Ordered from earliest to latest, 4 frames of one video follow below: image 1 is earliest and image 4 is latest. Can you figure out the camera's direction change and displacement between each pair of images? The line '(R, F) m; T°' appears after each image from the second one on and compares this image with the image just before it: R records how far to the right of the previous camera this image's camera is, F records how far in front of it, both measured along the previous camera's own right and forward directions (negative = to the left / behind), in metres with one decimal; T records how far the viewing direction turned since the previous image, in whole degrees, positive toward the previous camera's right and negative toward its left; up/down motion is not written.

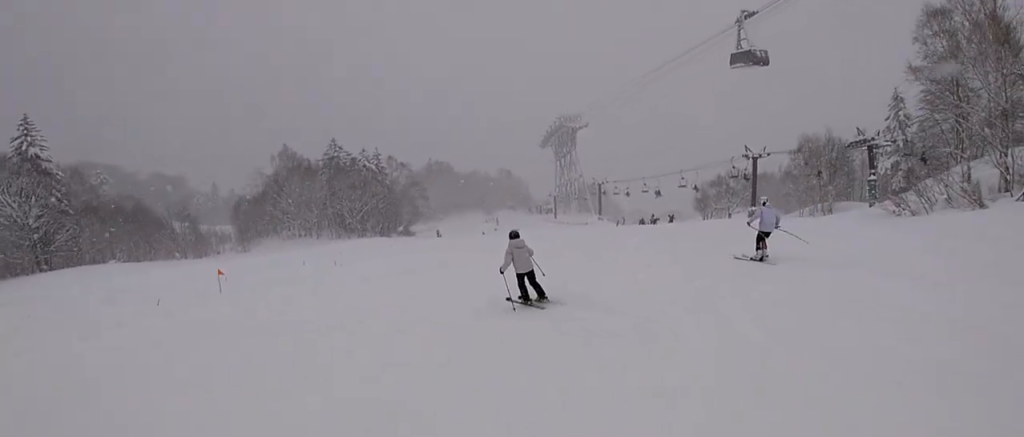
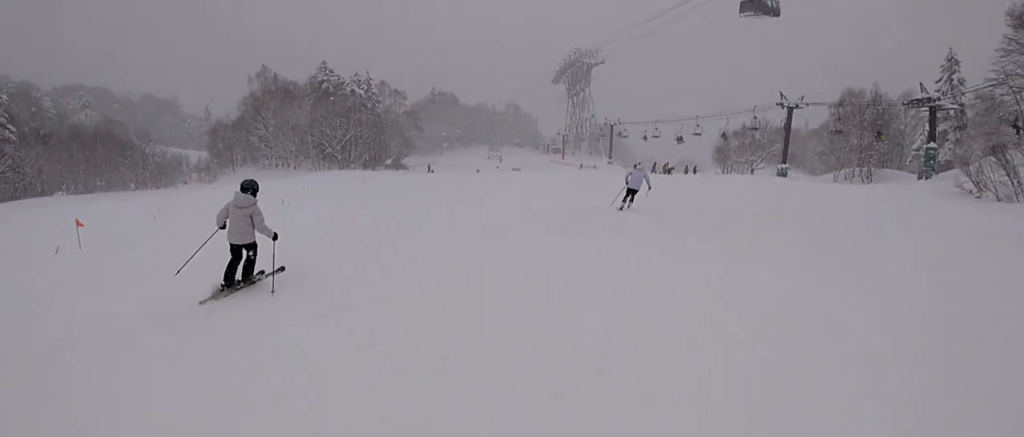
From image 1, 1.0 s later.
(+0.4, +8.4) m; 0°
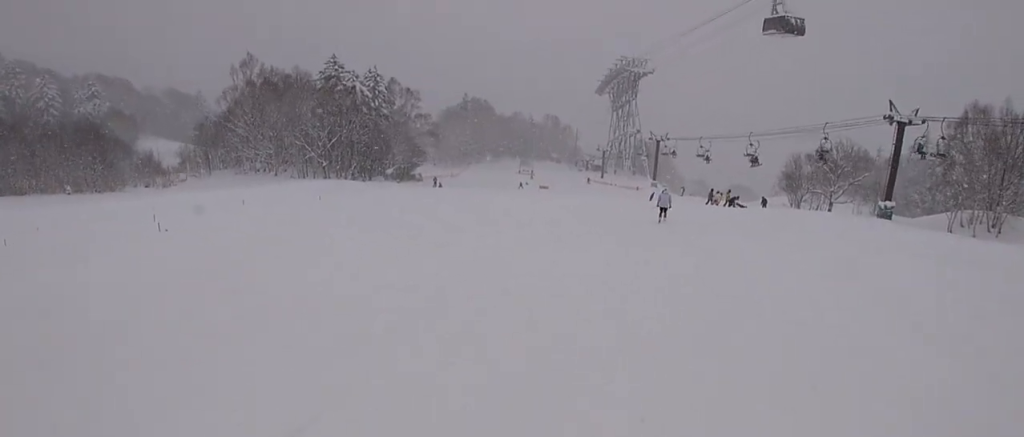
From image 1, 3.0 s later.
(-0.4, +16.7) m; -10°
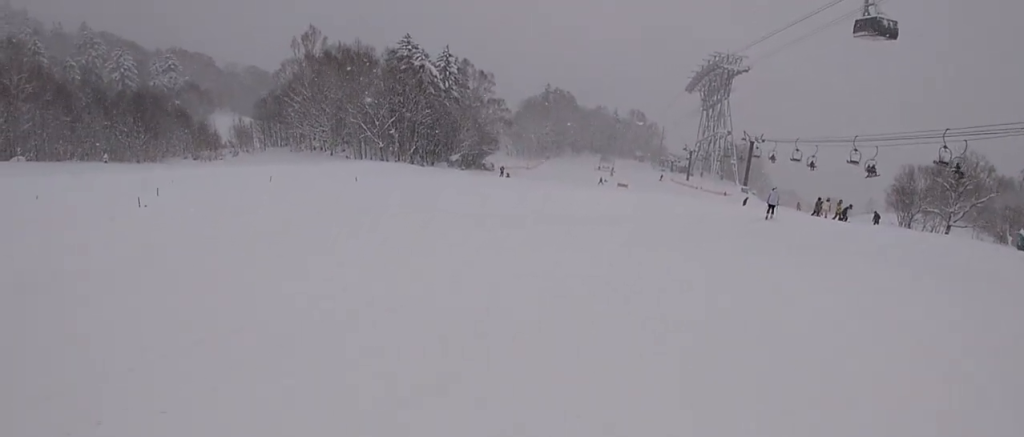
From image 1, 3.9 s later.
(-1.0, +6.9) m; -13°
